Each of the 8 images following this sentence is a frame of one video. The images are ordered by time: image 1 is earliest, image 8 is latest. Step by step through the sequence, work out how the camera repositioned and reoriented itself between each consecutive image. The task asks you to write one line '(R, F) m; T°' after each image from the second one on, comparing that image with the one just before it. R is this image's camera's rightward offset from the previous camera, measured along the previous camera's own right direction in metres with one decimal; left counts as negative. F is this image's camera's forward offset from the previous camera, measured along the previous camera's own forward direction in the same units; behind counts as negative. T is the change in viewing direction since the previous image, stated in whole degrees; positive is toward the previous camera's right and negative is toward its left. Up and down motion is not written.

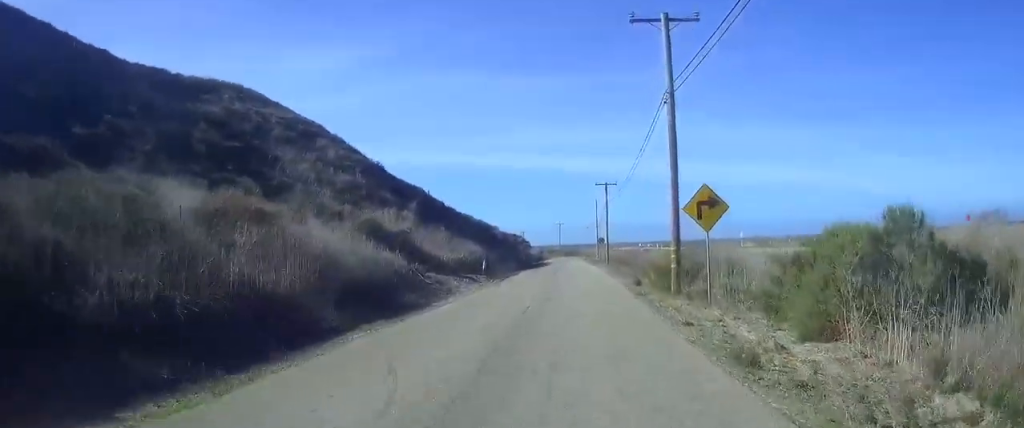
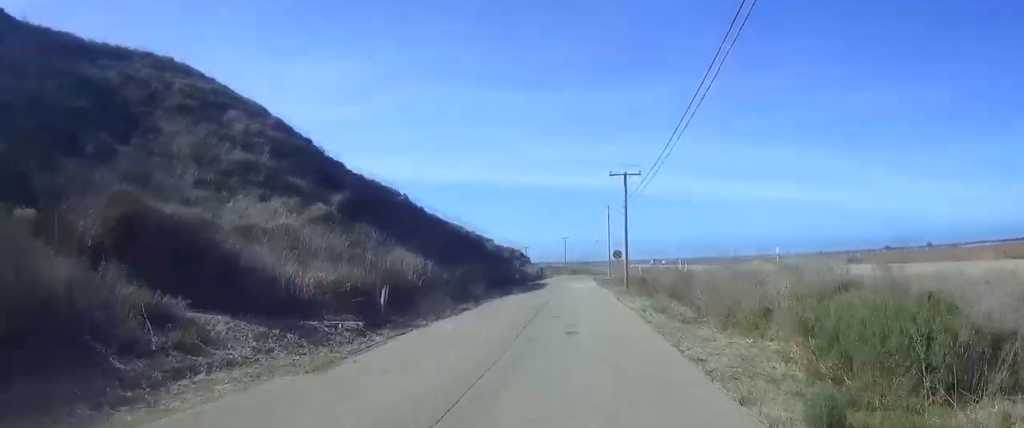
(-0.5, +23.5) m; -2°
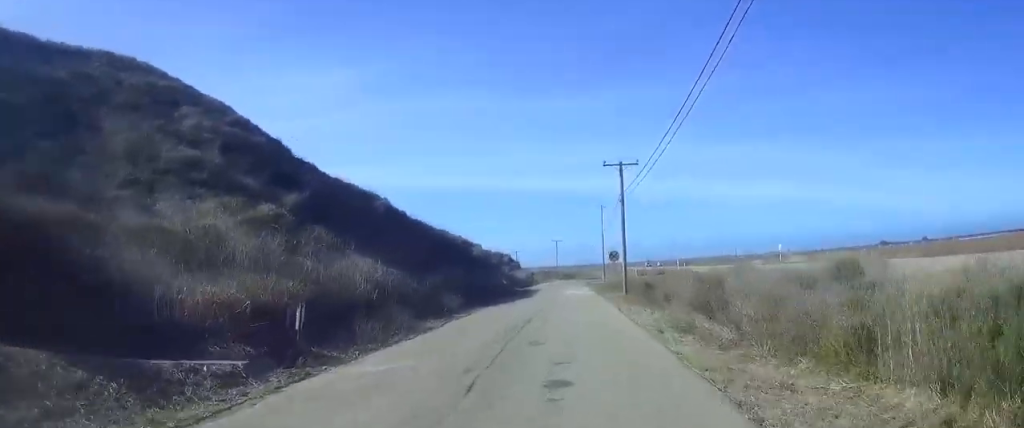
(0.0, +6.2) m; 0°
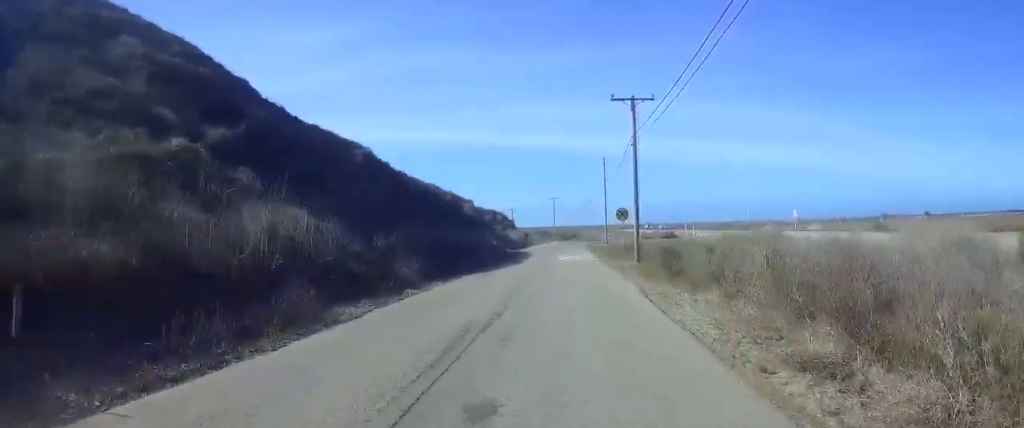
(0.0, +9.1) m; -1°
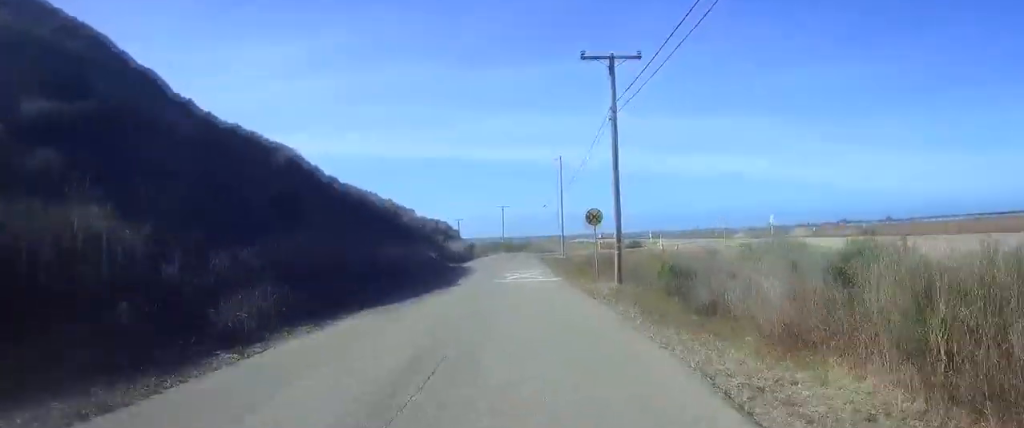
(-0.1, +11.0) m; -1°
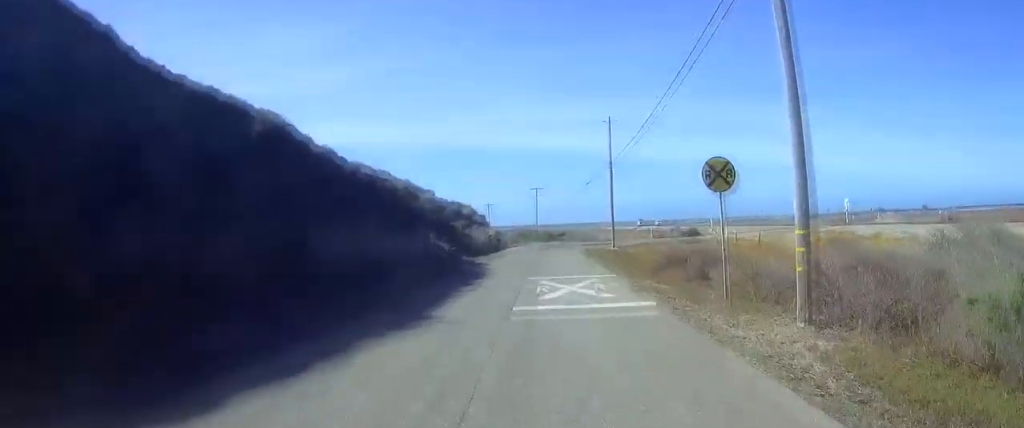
(0.0, +15.5) m; 0°
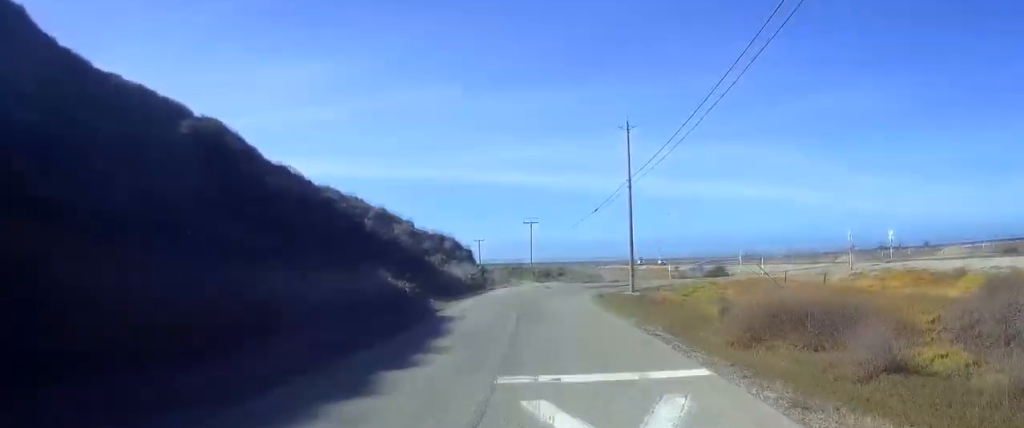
(0.0, +13.4) m; +1°
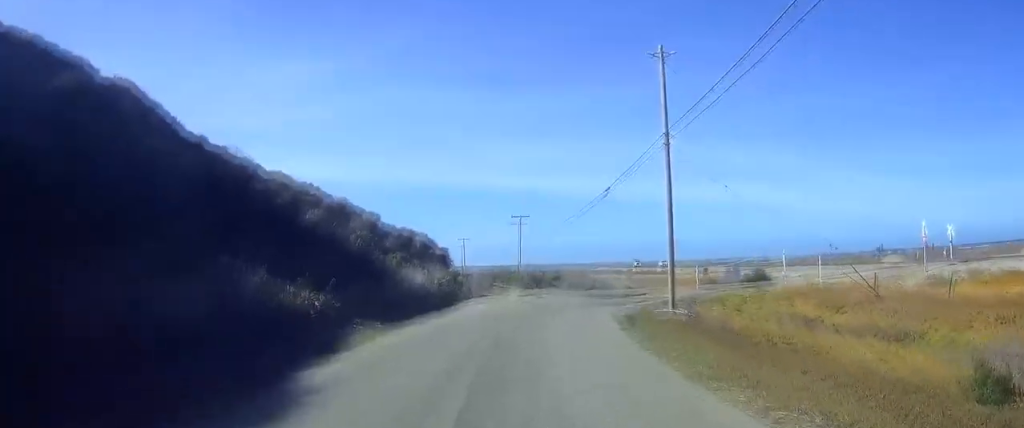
(+0.2, +14.4) m; +1°
